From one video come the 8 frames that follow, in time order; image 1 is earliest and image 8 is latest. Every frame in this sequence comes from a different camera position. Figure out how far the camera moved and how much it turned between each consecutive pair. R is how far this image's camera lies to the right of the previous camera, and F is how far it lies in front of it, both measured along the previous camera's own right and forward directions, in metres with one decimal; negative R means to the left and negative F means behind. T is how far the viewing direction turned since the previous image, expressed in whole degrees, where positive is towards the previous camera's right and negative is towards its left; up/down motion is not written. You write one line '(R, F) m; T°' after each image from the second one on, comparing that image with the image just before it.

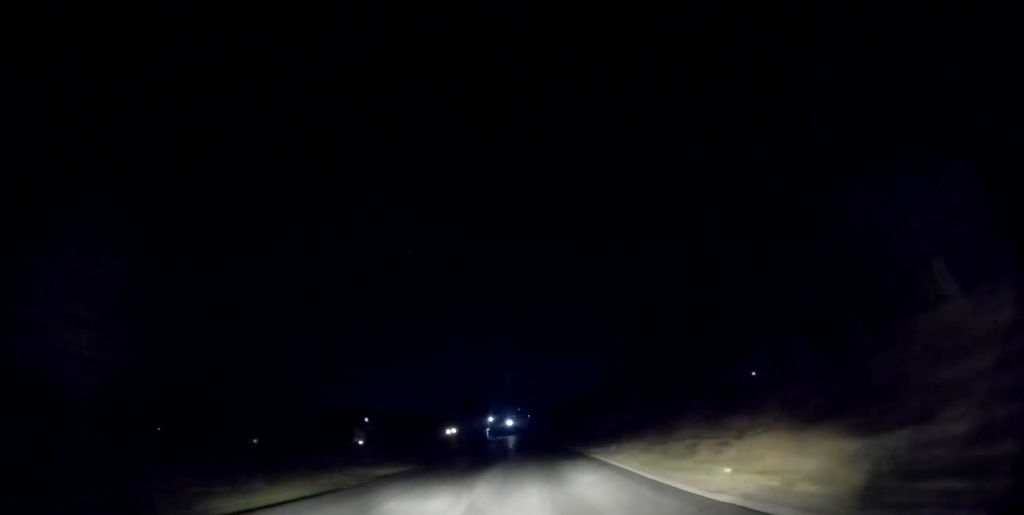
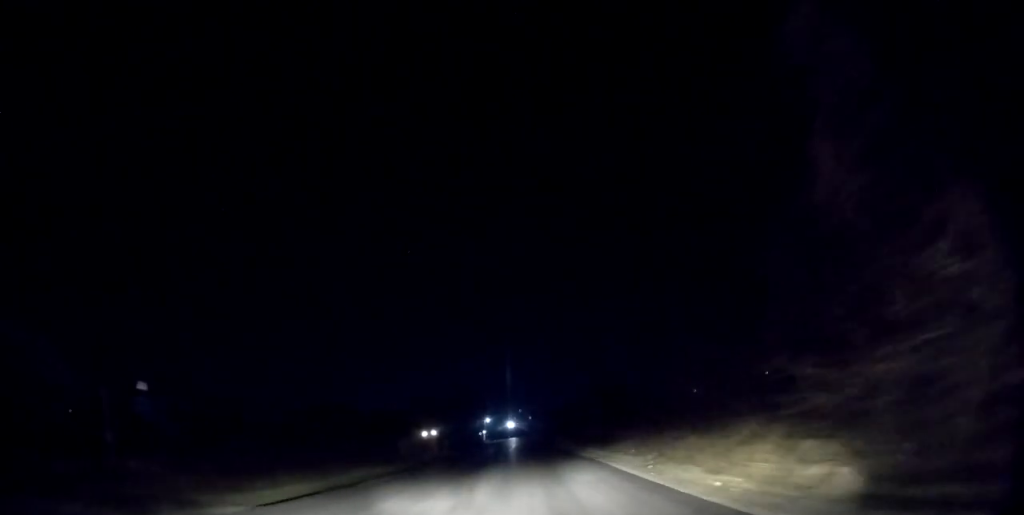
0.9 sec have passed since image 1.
(0.0, +17.3) m; +1°
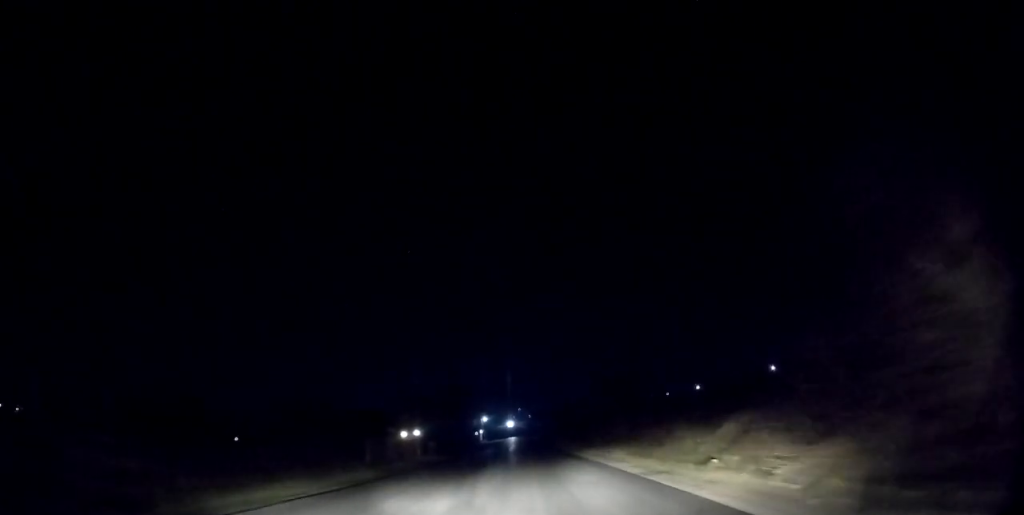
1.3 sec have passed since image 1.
(+0.1, +9.2) m; 0°
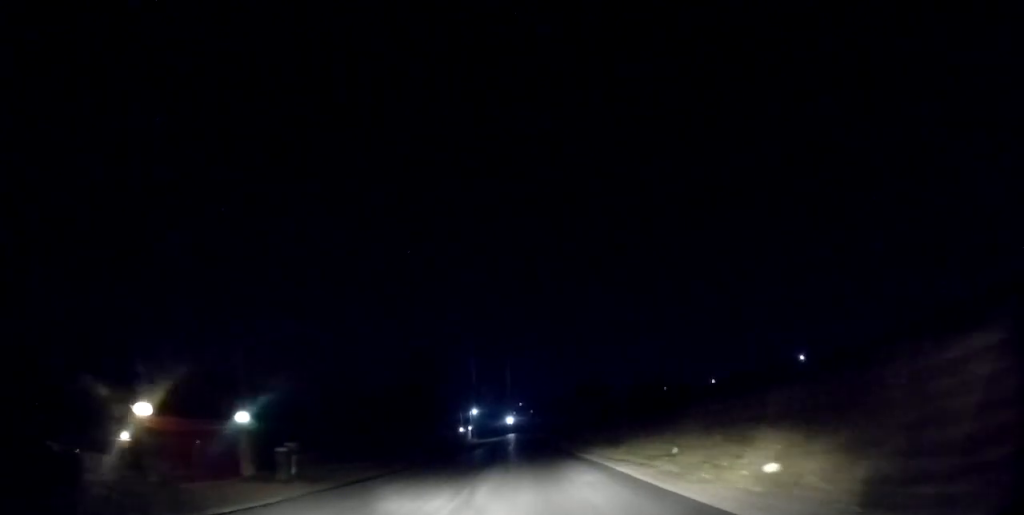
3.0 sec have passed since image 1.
(-0.1, +31.8) m; 0°
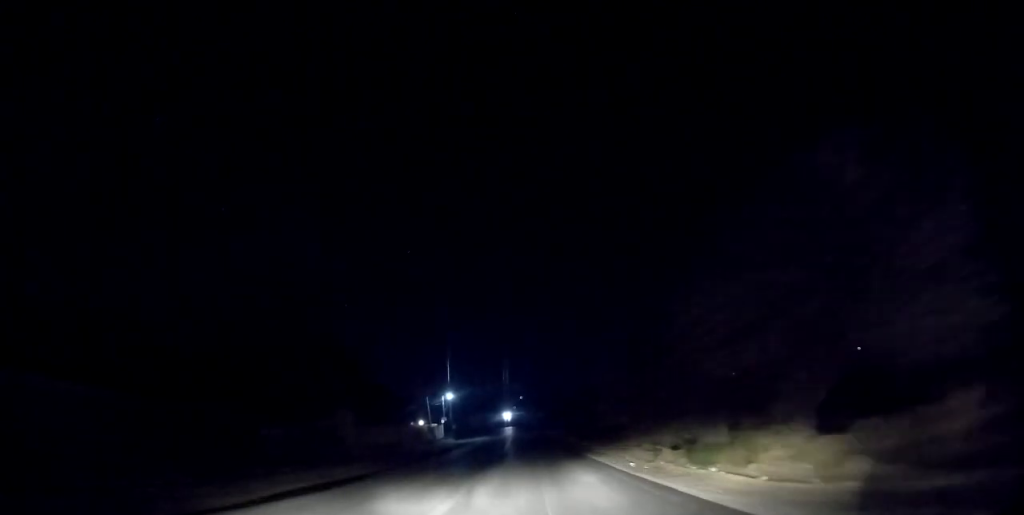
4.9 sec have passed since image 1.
(0.0, +37.6) m; -2°
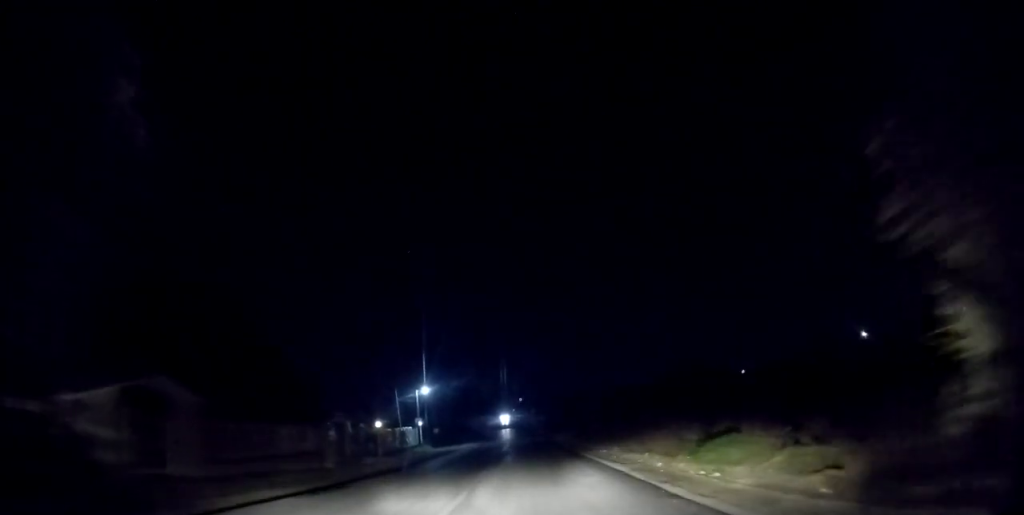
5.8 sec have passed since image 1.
(0.0, +16.8) m; +1°
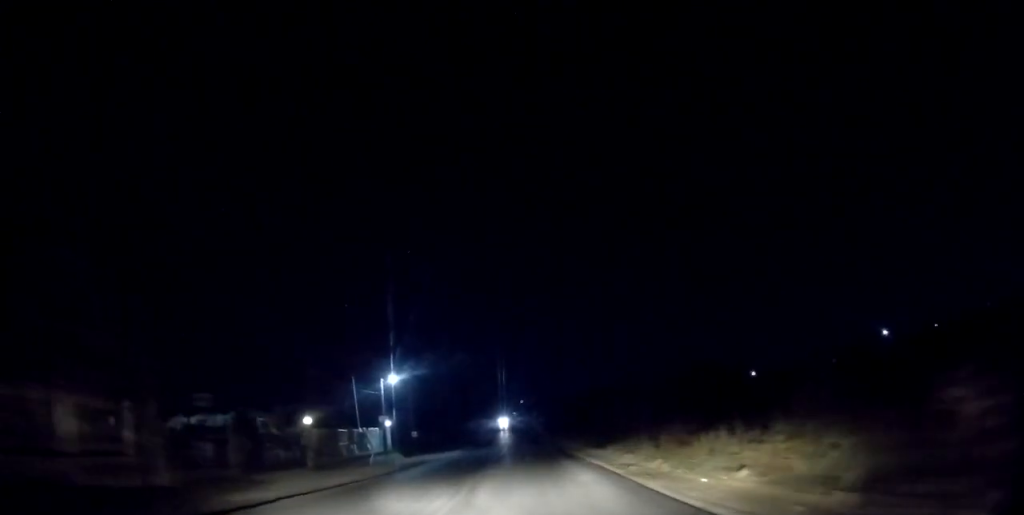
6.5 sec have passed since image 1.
(+0.2, +13.7) m; 0°
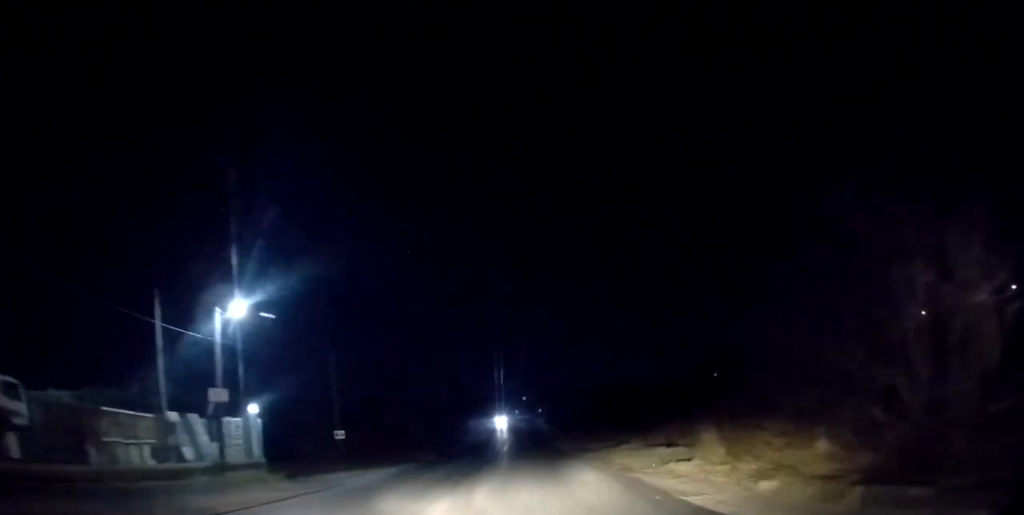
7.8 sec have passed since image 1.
(-0.1, +23.1) m; -1°
